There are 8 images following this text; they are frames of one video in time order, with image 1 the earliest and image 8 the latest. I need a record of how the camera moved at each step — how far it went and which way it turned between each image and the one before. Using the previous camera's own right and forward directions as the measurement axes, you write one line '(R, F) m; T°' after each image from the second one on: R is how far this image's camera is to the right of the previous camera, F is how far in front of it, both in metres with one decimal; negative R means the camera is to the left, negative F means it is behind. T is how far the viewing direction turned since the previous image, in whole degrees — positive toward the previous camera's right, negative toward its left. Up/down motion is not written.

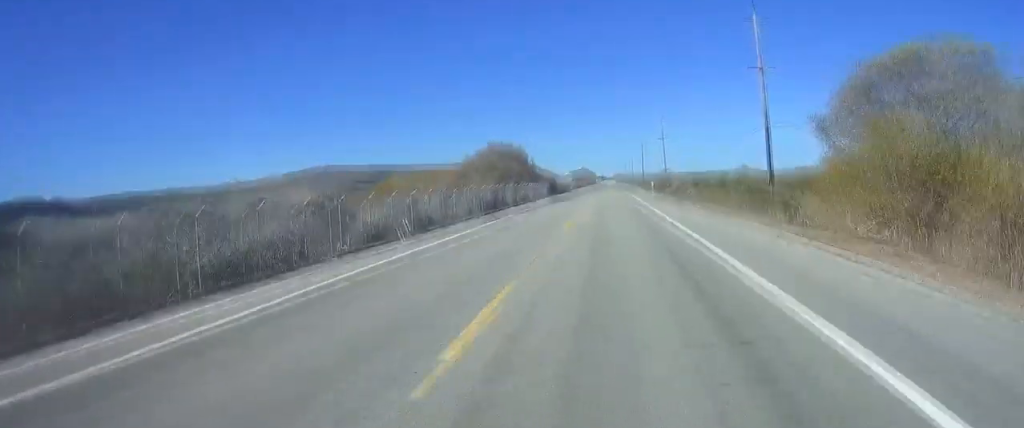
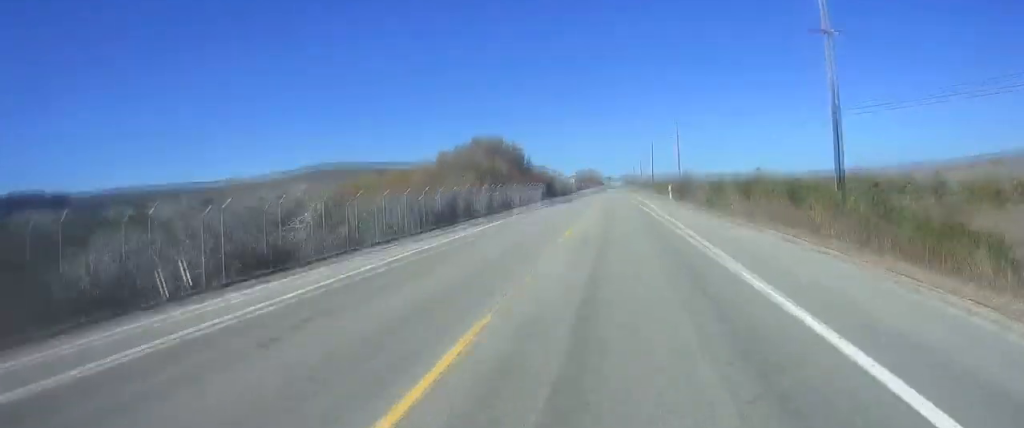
(0.0, +17.3) m; 0°
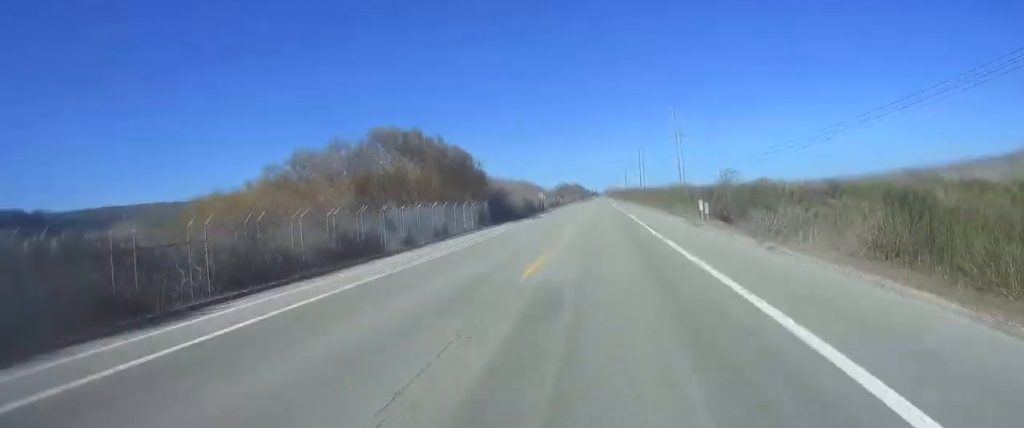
(-0.3, +34.0) m; -1°
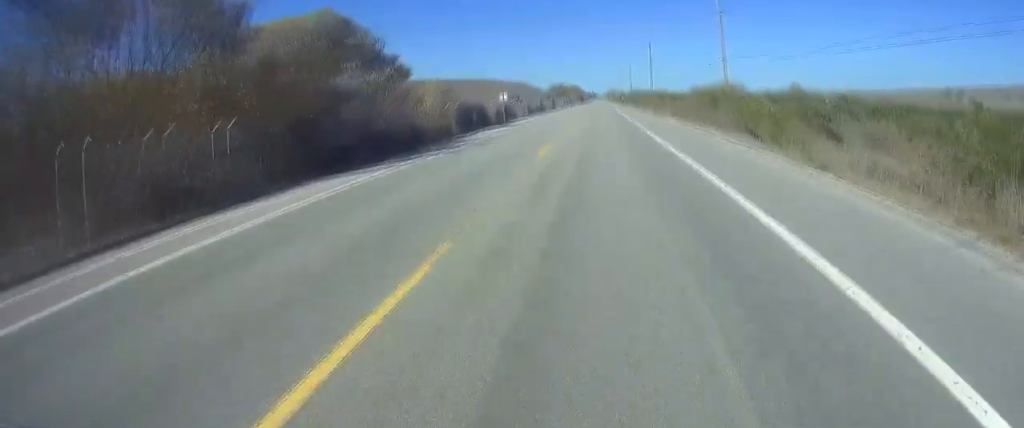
(-0.2, +41.1) m; -1°
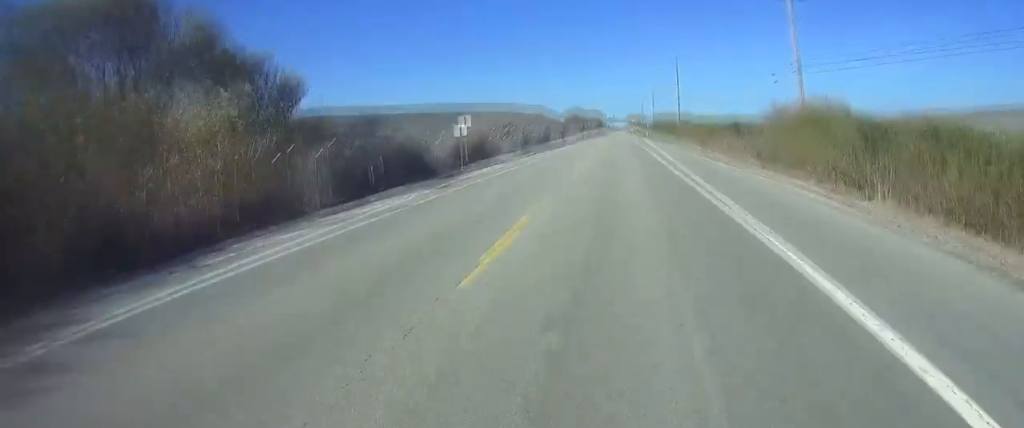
(0.0, +23.8) m; 0°
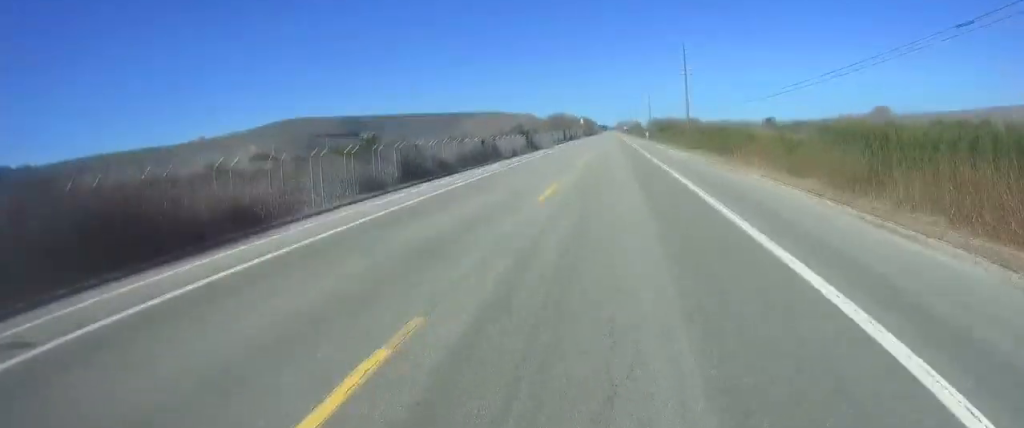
(+0.1, +35.2) m; +1°
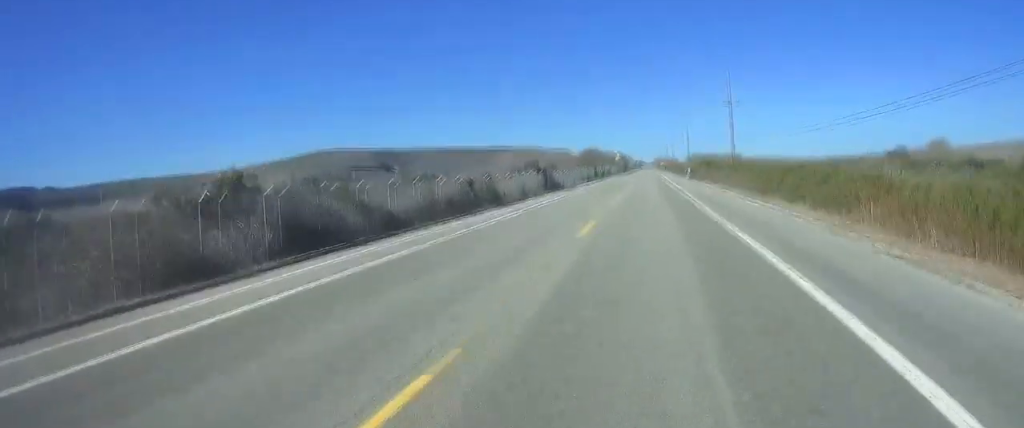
(+0.1, +14.1) m; 0°
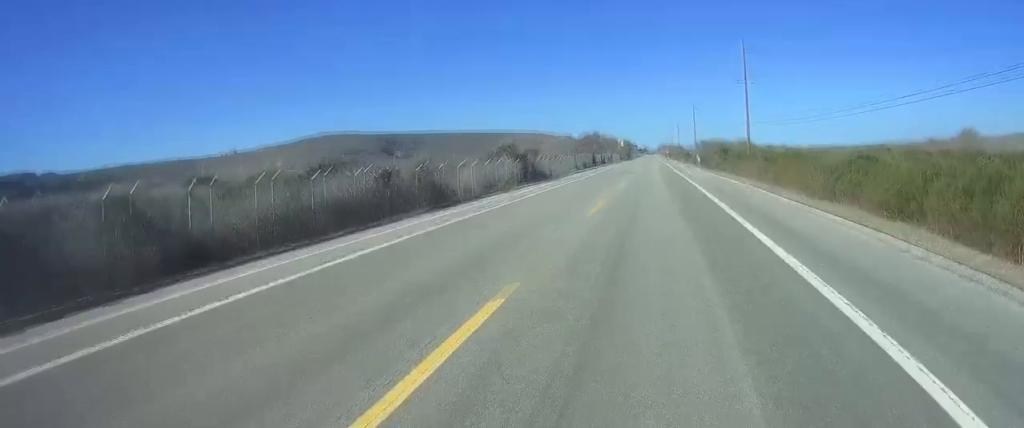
(0.0, +12.2) m; 0°
